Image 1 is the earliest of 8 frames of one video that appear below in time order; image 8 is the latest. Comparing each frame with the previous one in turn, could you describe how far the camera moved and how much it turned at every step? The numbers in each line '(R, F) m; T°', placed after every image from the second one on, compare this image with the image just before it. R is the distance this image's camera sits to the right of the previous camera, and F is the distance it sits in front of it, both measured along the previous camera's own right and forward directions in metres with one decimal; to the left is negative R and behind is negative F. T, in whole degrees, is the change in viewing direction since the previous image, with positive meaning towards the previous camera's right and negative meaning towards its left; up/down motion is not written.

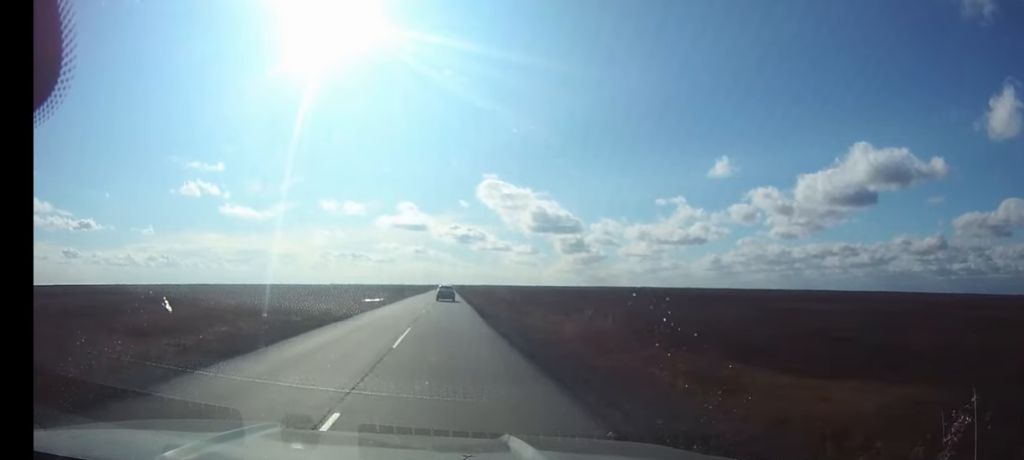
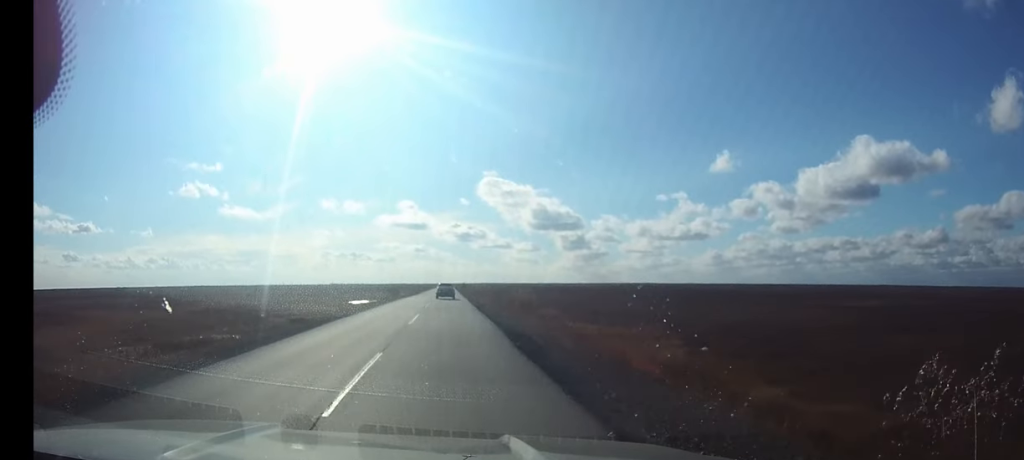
(0.0, +20.0) m; 0°
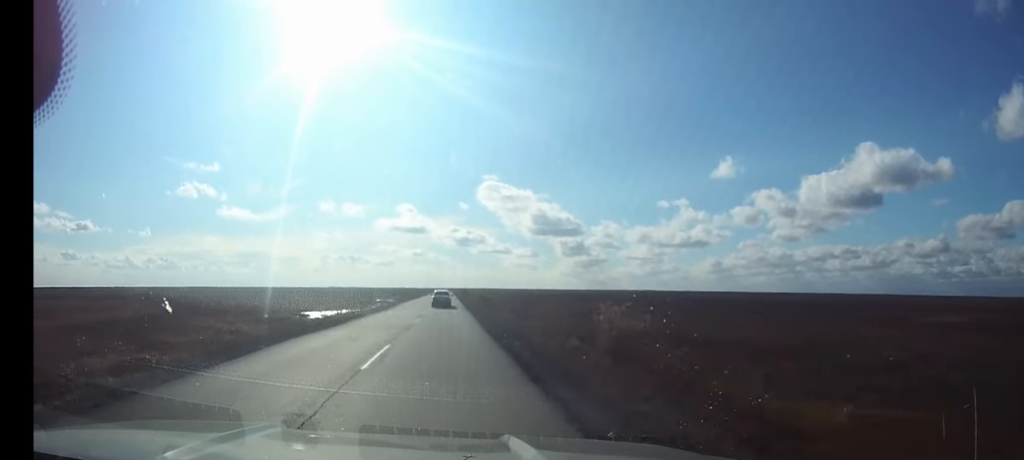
(0.0, +34.7) m; 0°
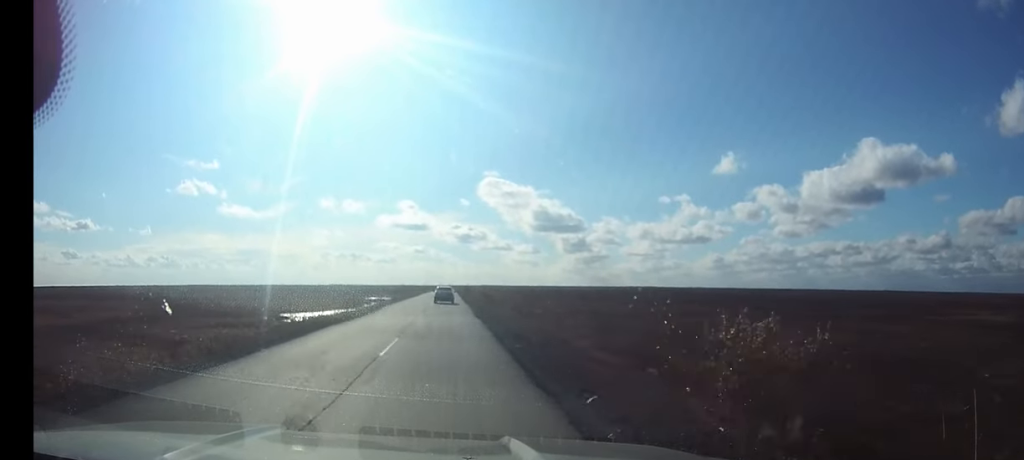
(0.0, +12.1) m; 0°
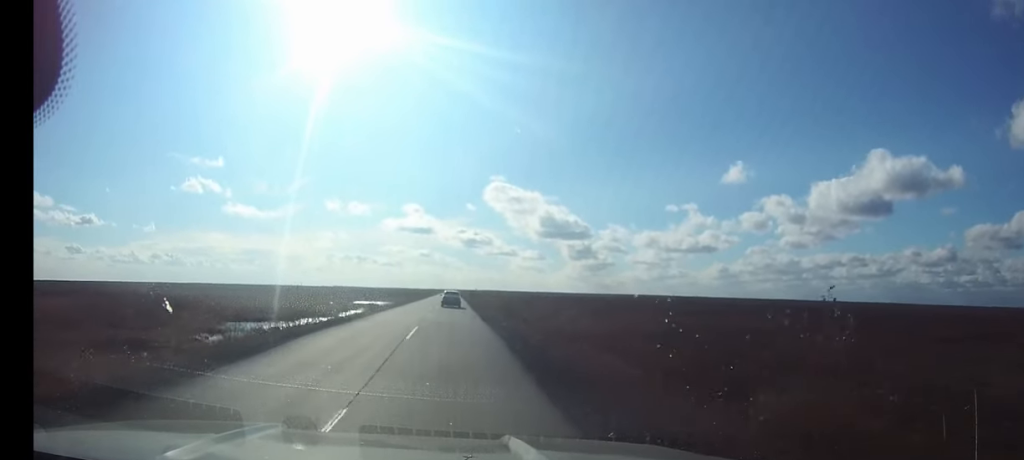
(-0.1, +22.2) m; 0°
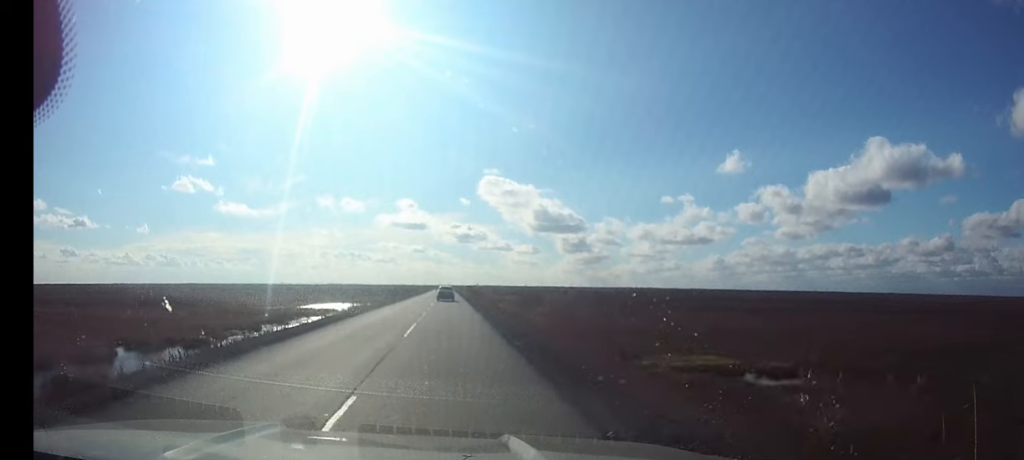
(+0.2, +44.2) m; 0°
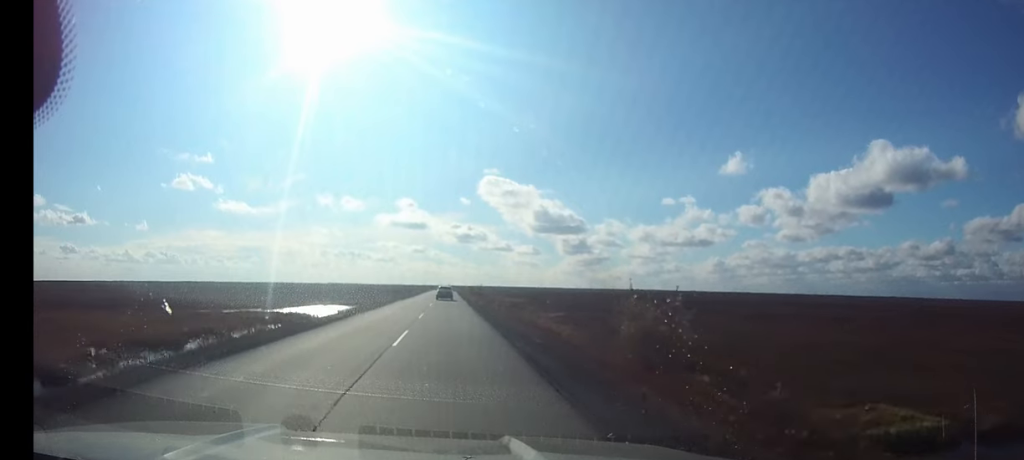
(0.0, +17.0) m; 0°
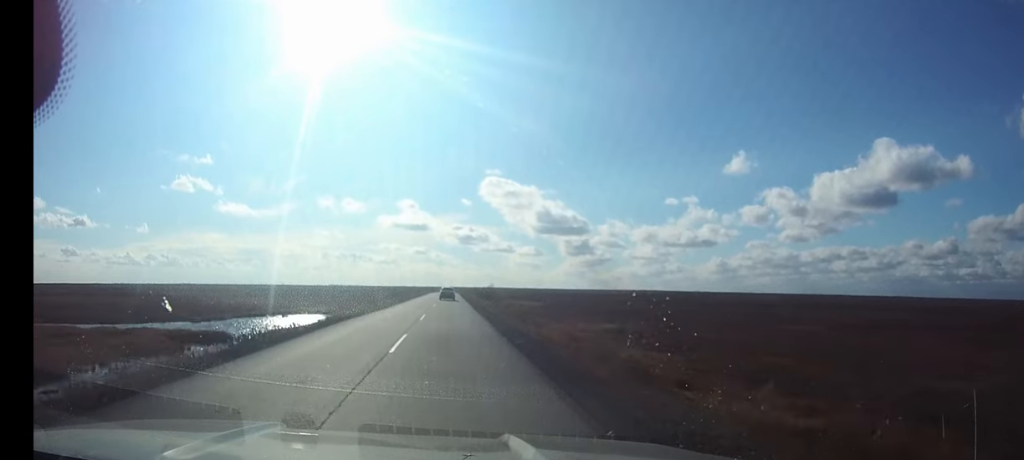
(0.0, +26.8) m; 0°
